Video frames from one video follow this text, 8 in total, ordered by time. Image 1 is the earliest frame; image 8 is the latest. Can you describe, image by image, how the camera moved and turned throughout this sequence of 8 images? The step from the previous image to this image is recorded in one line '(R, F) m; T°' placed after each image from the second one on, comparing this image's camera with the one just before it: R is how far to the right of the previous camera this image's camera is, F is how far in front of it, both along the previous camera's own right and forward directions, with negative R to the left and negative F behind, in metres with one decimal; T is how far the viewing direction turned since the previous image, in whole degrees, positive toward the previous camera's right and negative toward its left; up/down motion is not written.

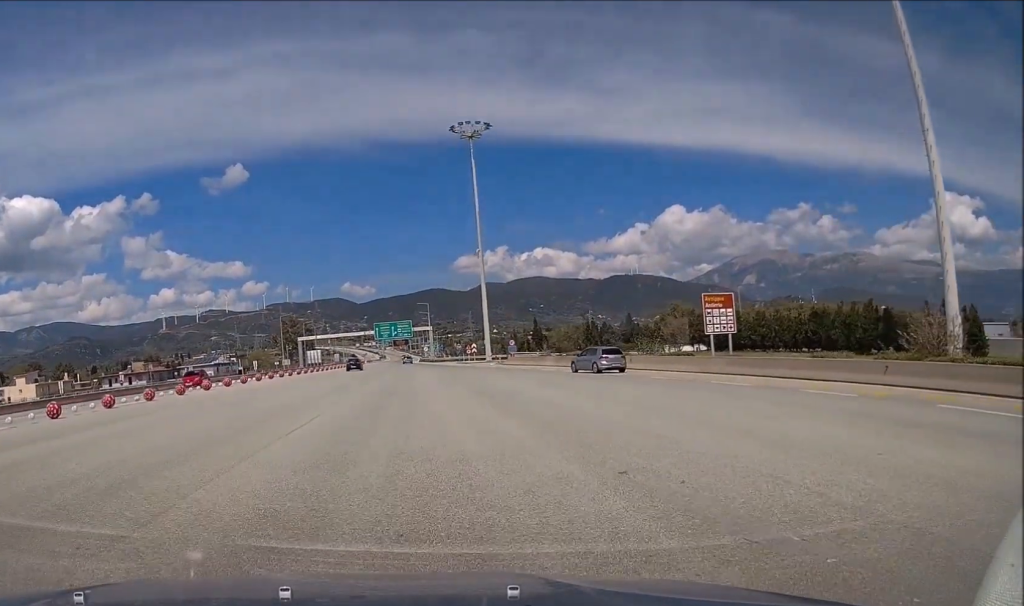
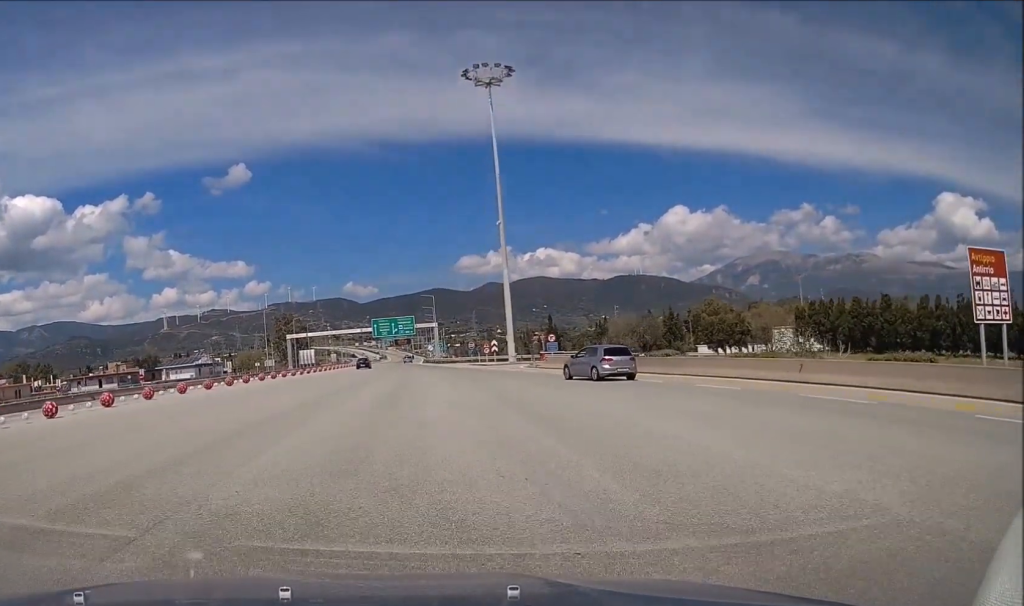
(-0.2, +19.8) m; -1°
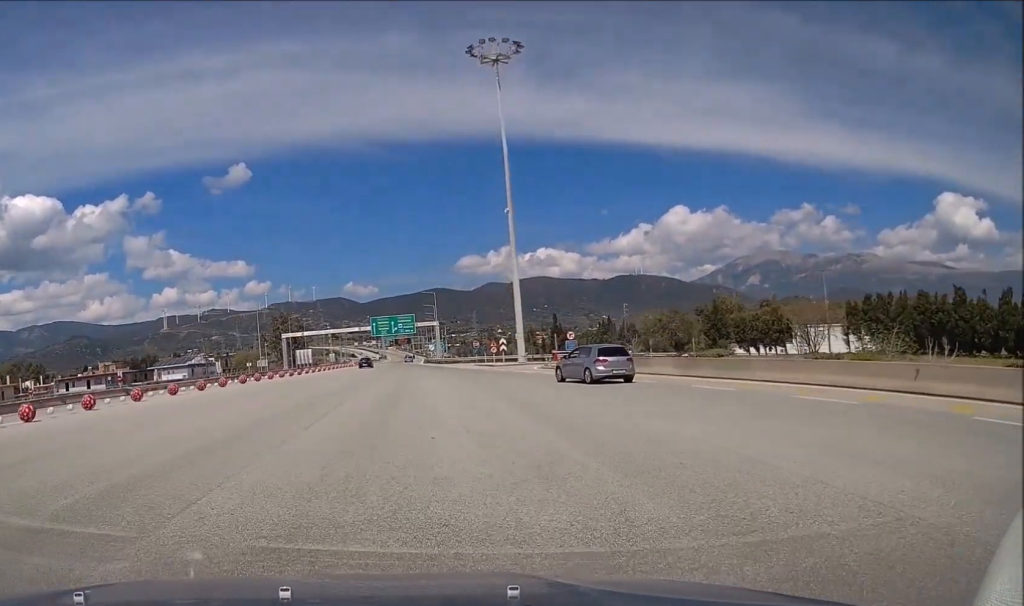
(-0.1, +7.1) m; 0°
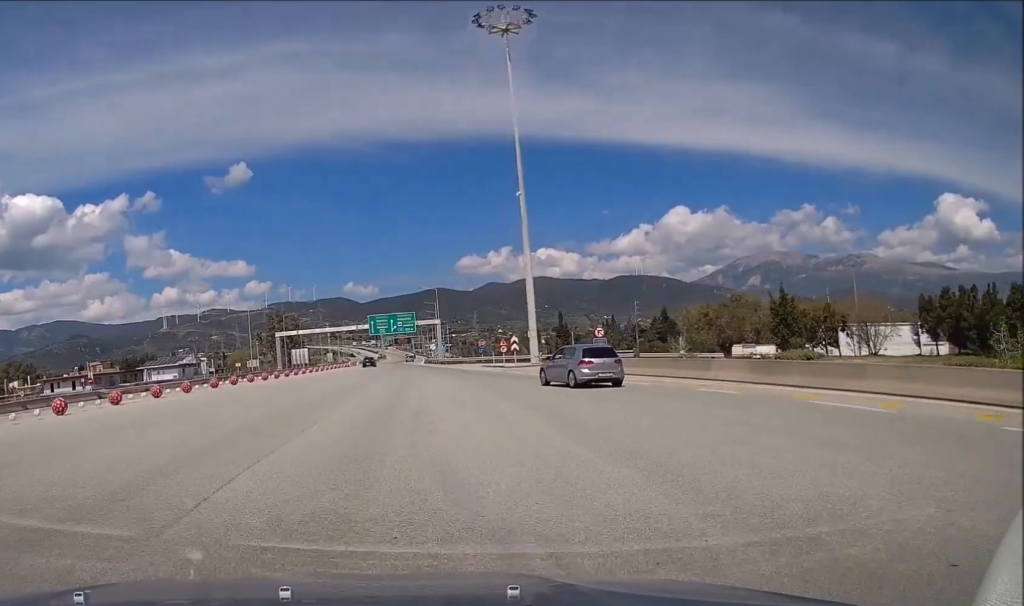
(-0.1, +7.7) m; 0°
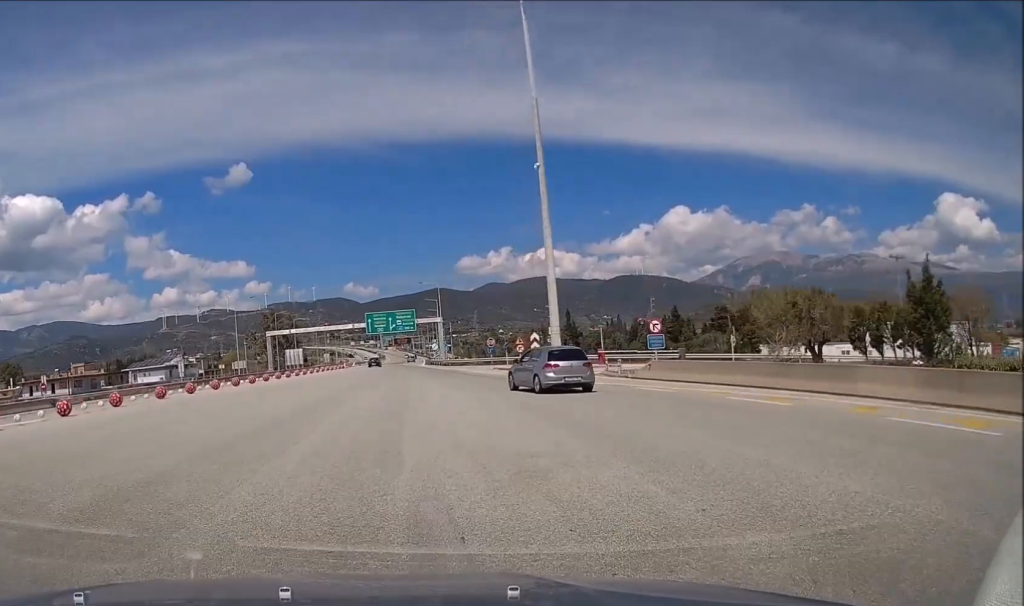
(+0.2, +10.4) m; +1°
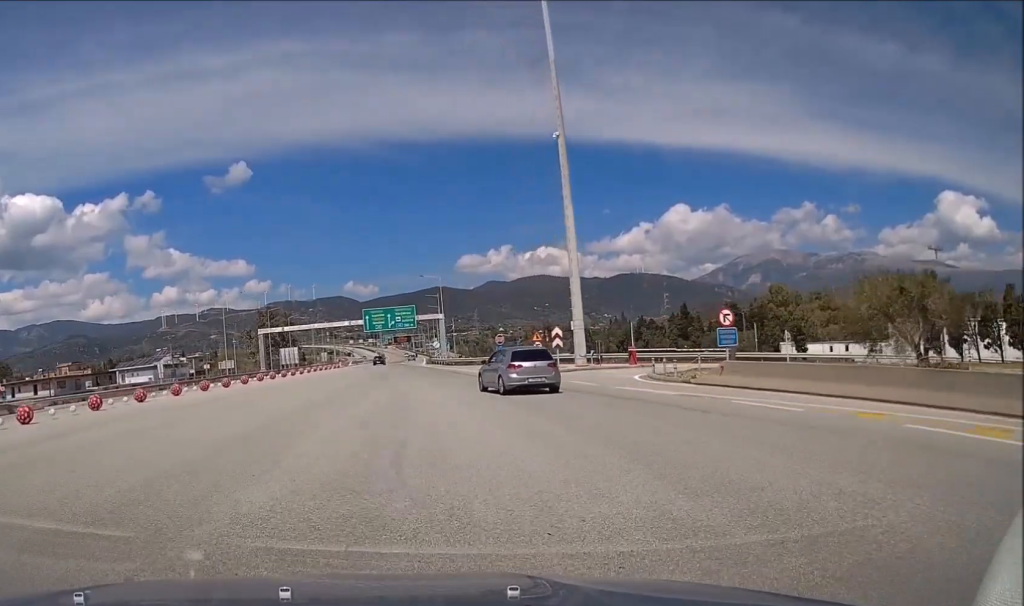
(0.0, +8.3) m; 0°
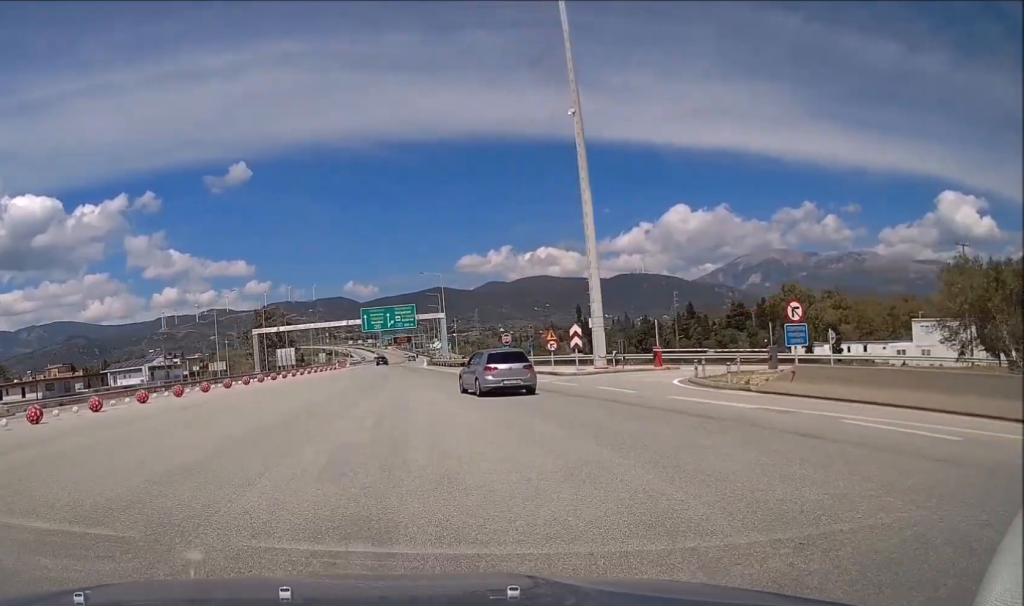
(0.0, +5.0) m; 0°
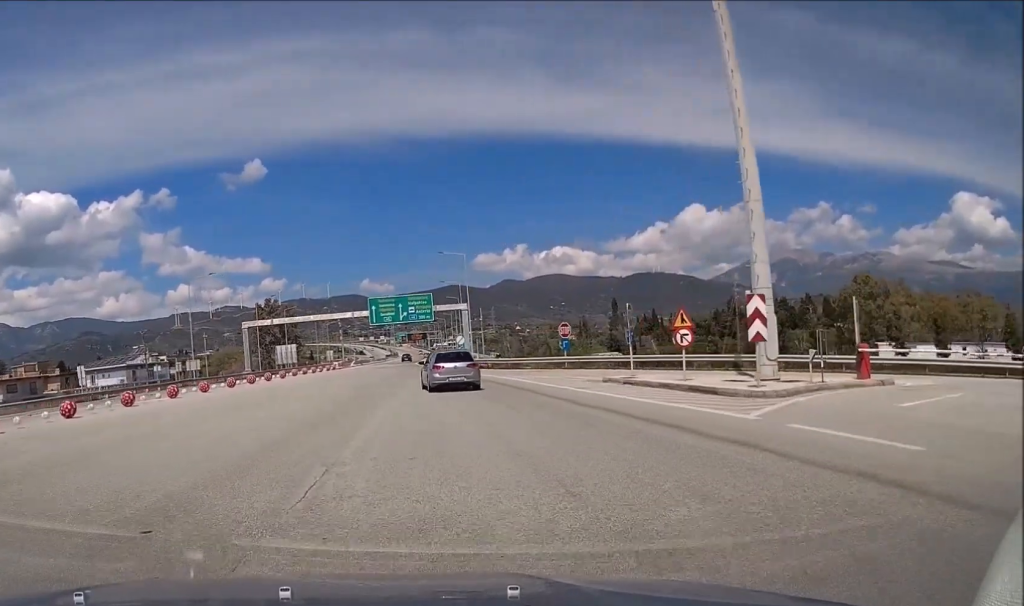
(-0.2, +20.2) m; -1°
